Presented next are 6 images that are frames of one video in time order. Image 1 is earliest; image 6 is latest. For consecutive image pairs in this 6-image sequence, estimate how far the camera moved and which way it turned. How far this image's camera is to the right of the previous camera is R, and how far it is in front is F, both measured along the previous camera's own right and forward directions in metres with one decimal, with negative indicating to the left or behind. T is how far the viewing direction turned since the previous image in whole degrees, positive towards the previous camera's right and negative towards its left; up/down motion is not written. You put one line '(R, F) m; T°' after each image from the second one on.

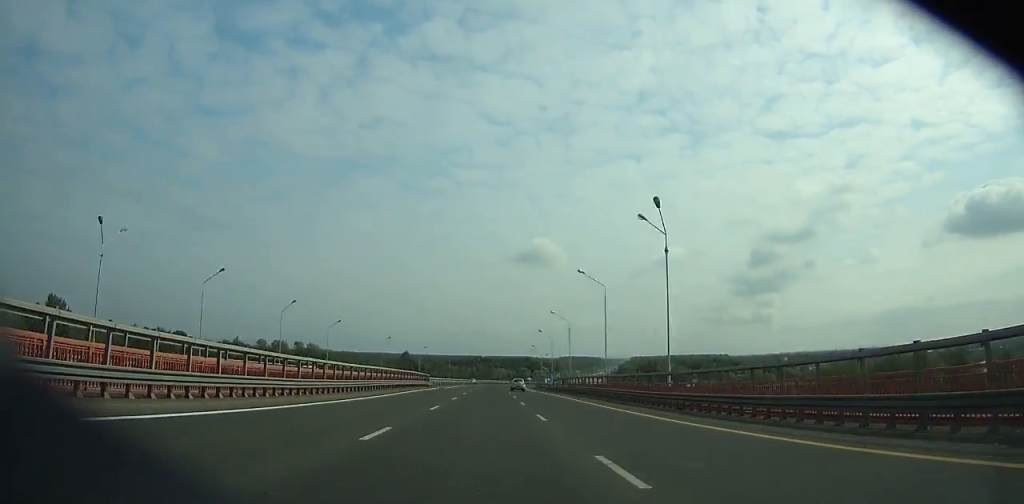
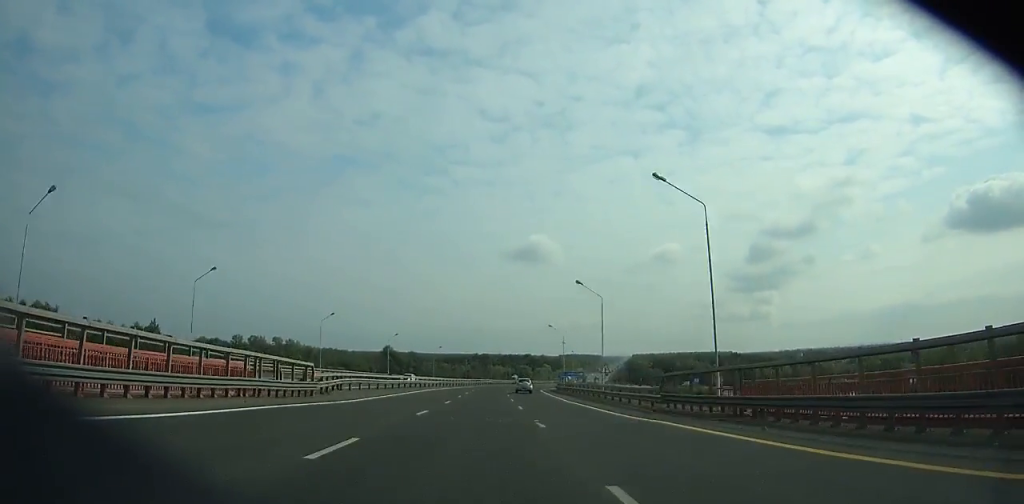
(+0.1, +50.2) m; +1°
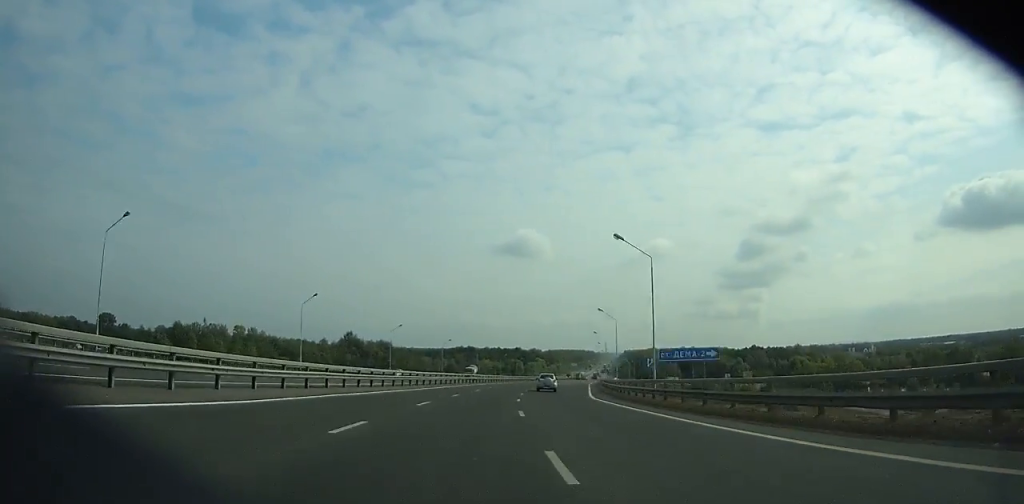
(+0.3, +57.5) m; +2°
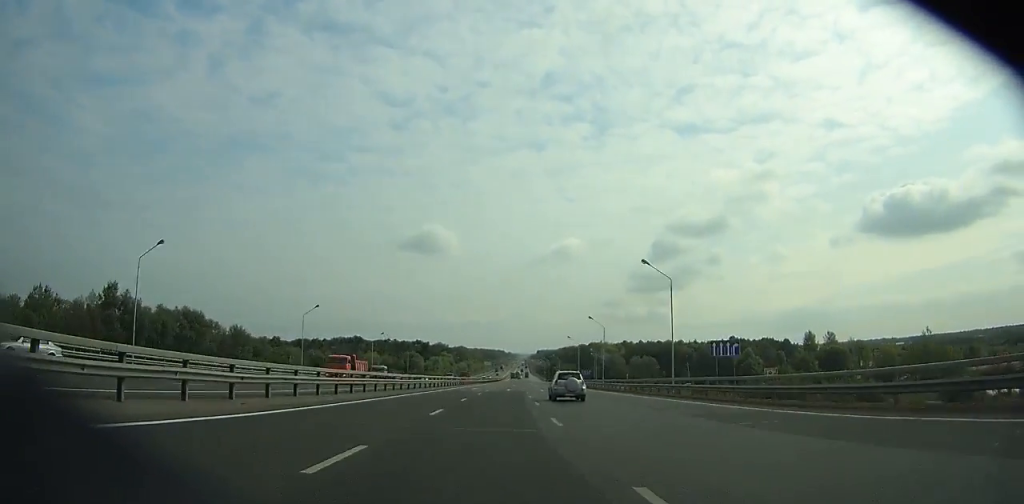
(+5.6, +110.9) m; +6°
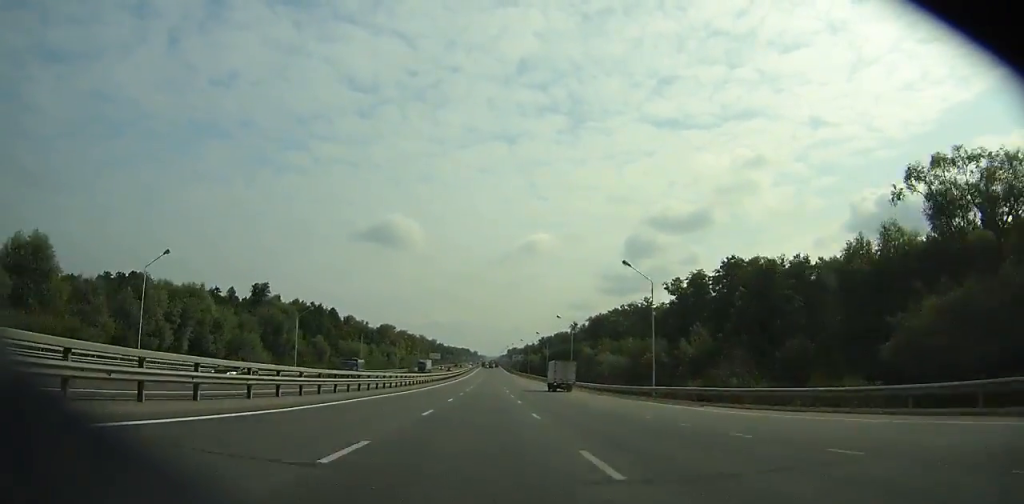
(+16.7, +211.5) m; +5°
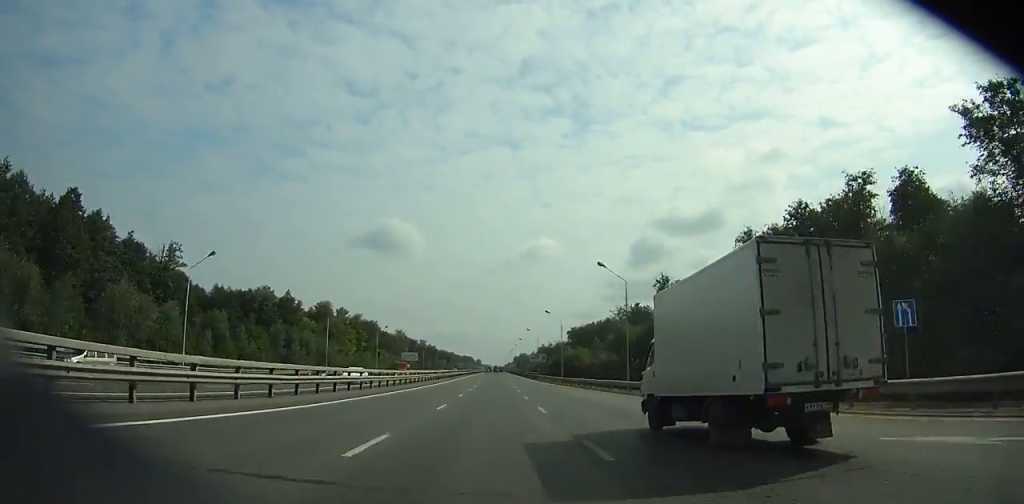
(-0.8, +117.6) m; 0°
